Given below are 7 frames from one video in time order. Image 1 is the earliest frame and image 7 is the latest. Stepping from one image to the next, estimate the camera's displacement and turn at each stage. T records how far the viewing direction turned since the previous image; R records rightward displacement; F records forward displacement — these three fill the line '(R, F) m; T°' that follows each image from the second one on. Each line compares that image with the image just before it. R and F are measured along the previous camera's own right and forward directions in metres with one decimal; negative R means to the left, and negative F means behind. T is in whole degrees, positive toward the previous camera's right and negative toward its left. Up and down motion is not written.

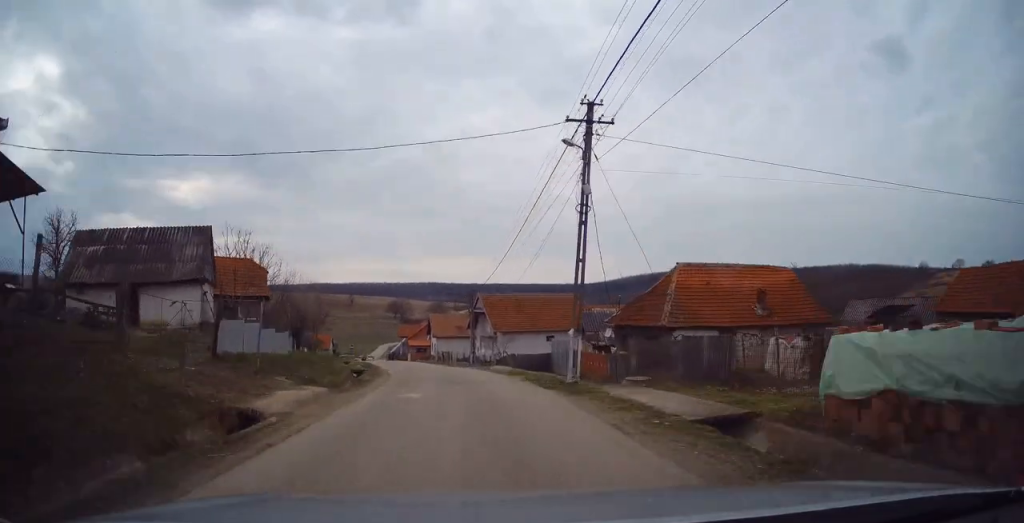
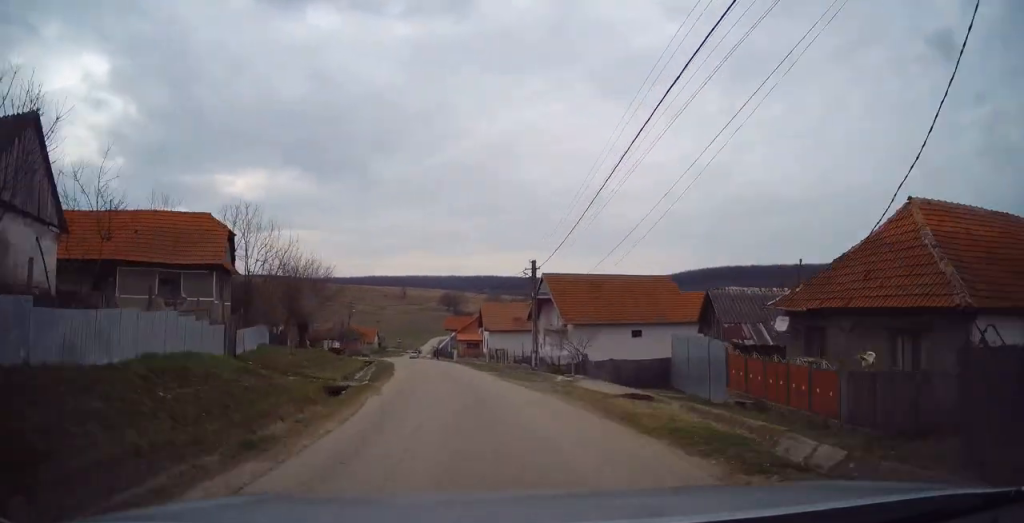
(-0.4, +13.6) m; -5°
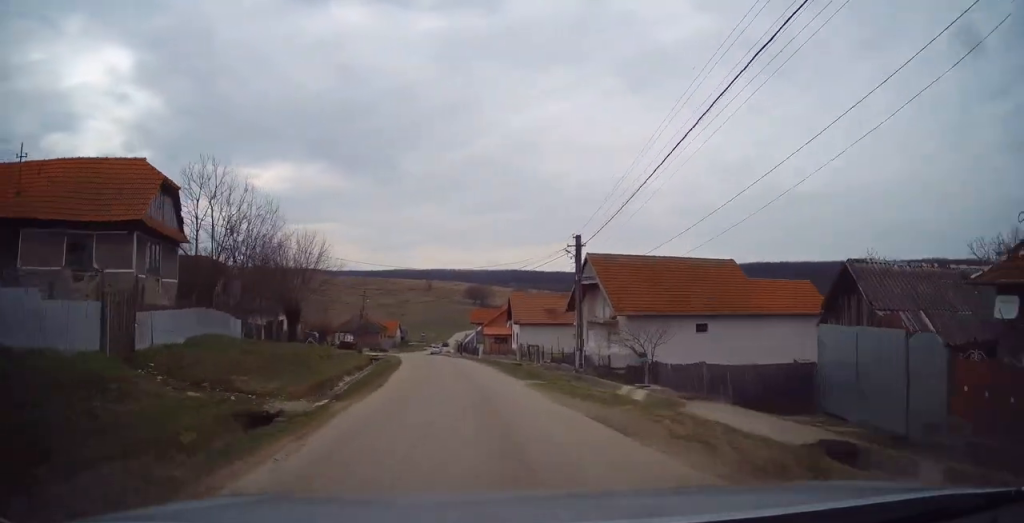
(-0.3, +8.0) m; -3°
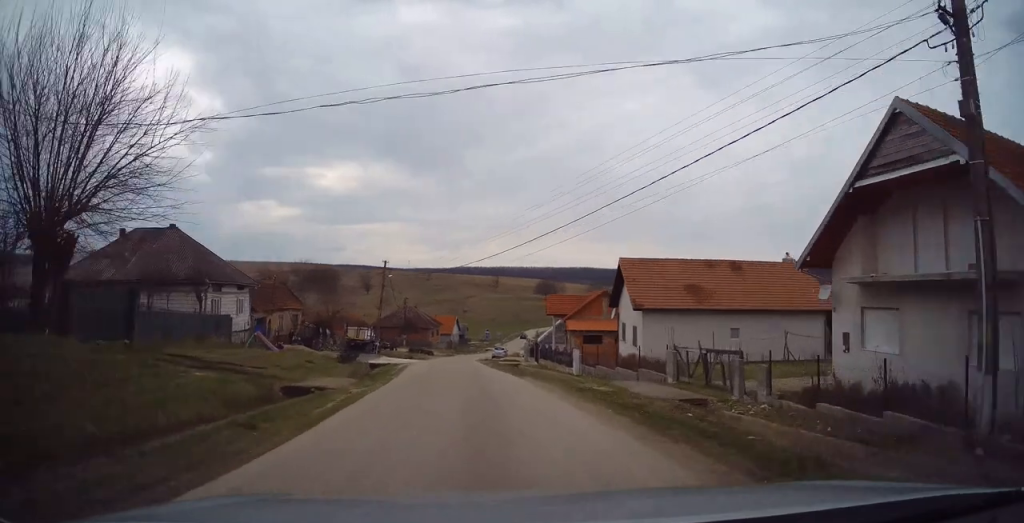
(-1.1, +25.0) m; -7°
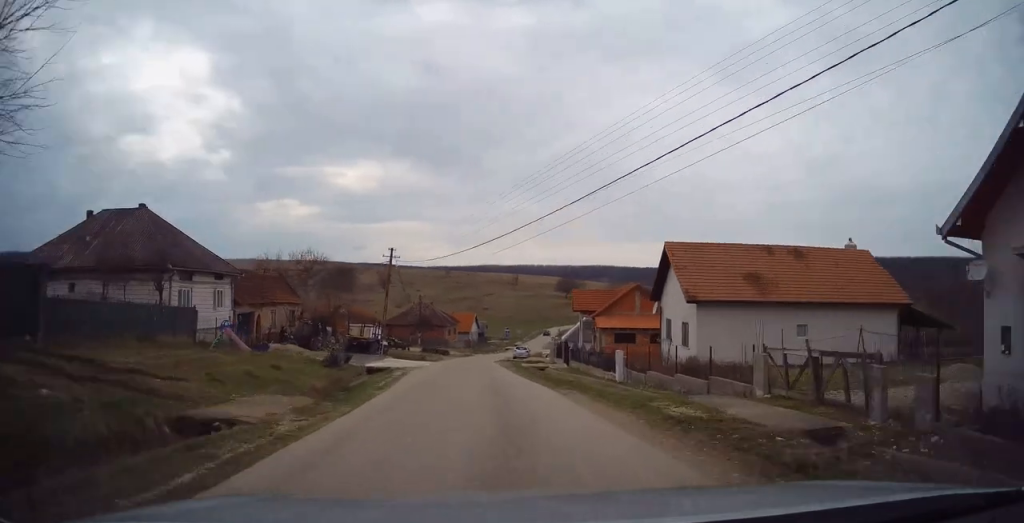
(-0.2, +5.8) m; -2°
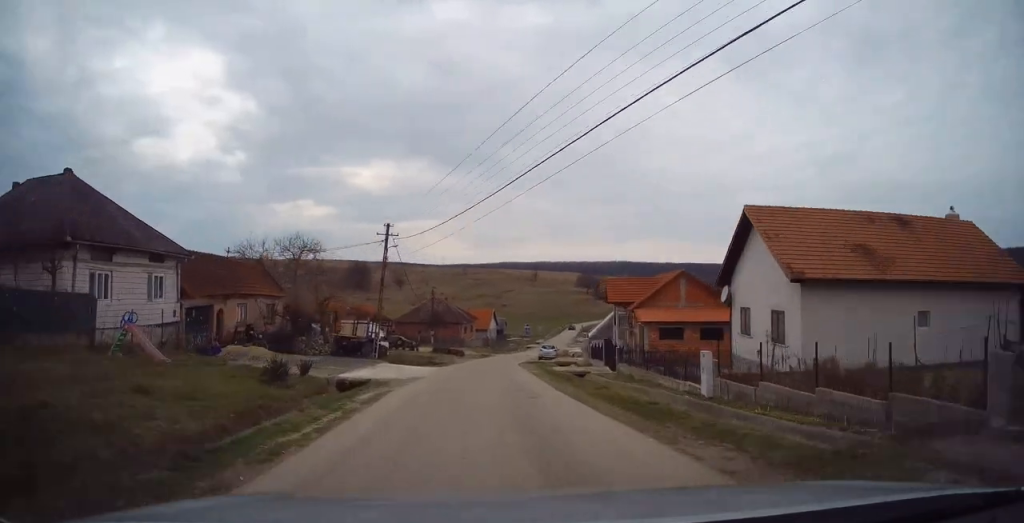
(-0.2, +8.1) m; -2°
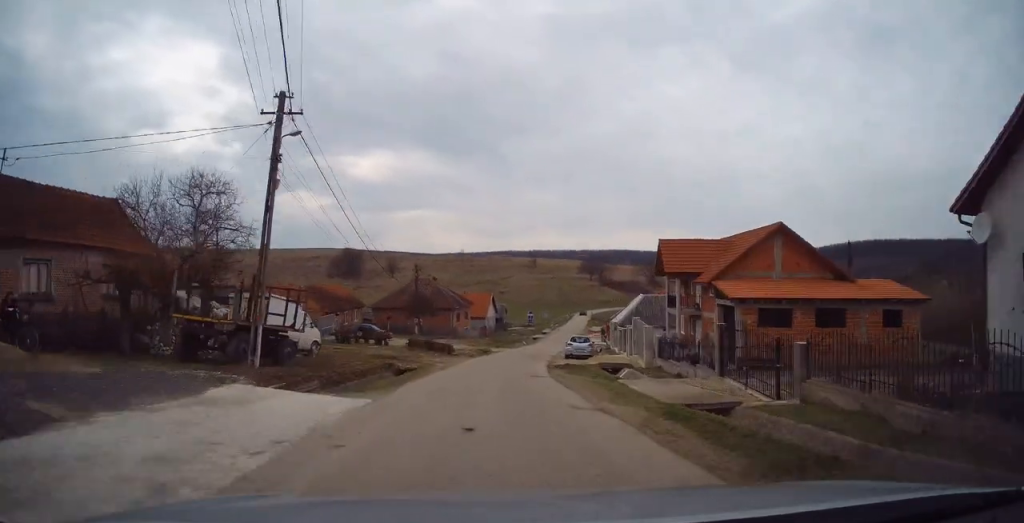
(-0.1, +16.3) m; +2°
